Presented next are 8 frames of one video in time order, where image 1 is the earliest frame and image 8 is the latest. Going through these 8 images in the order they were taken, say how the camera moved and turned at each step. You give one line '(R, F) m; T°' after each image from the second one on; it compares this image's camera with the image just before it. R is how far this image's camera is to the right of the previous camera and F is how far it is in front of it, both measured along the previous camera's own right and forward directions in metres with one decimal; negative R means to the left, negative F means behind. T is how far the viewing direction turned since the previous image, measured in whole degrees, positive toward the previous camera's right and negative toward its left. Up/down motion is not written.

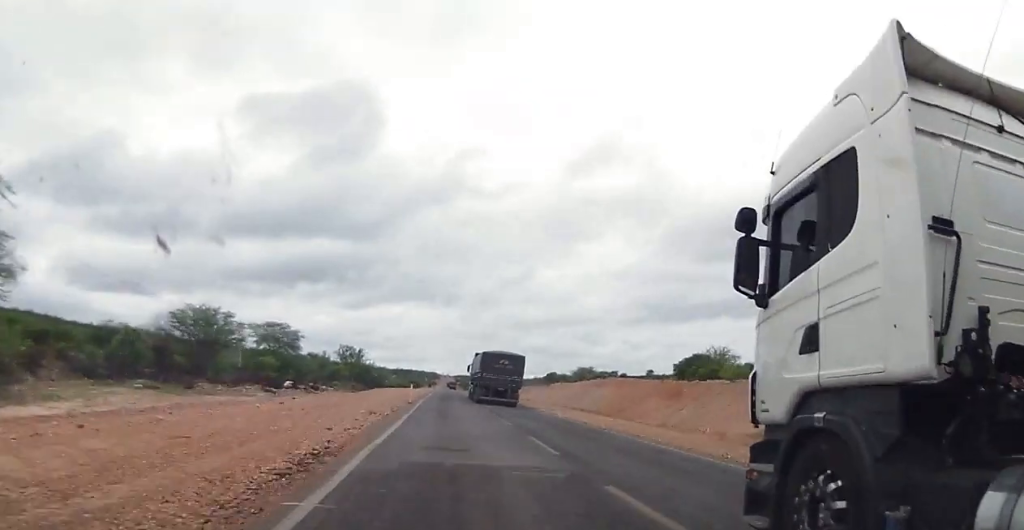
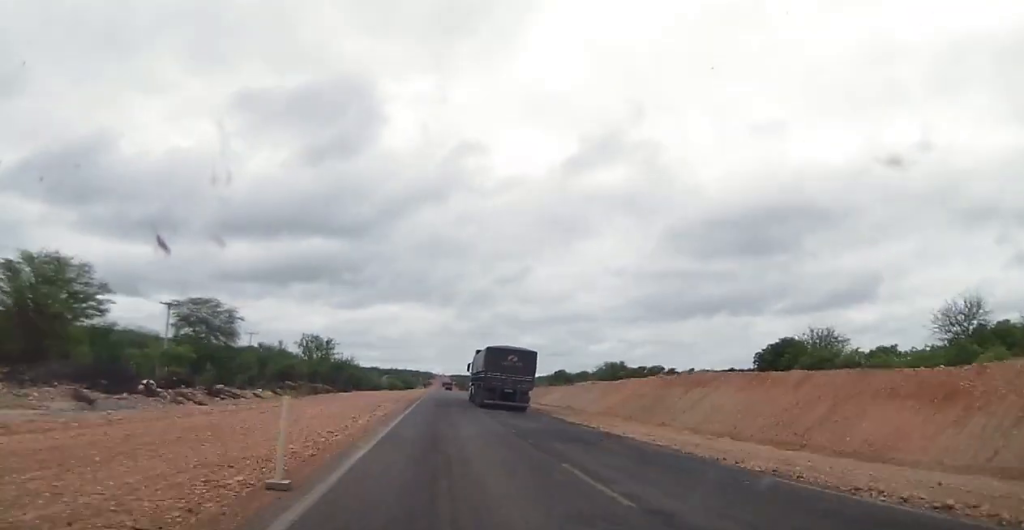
(-0.1, +29.3) m; 0°
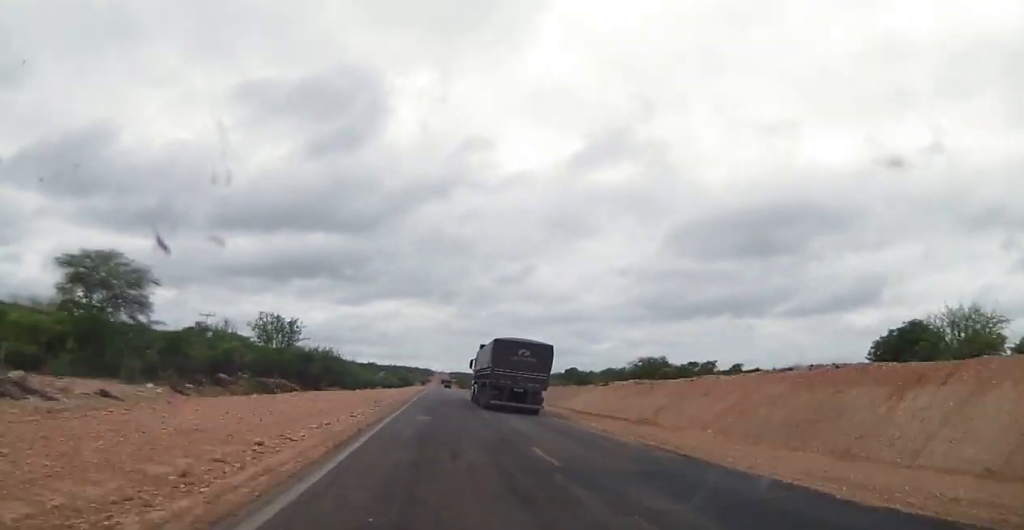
(+0.1, +22.7) m; +1°
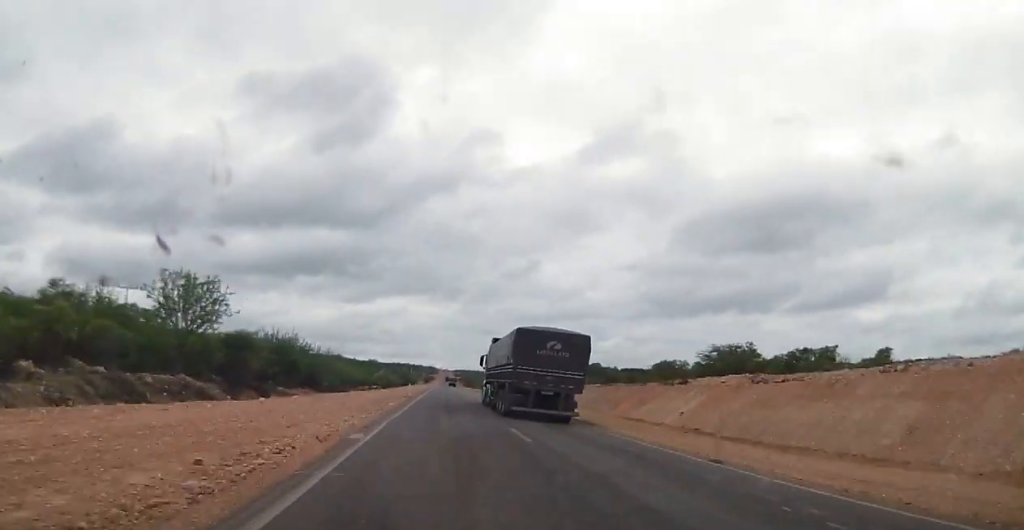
(+0.3, +26.8) m; 0°
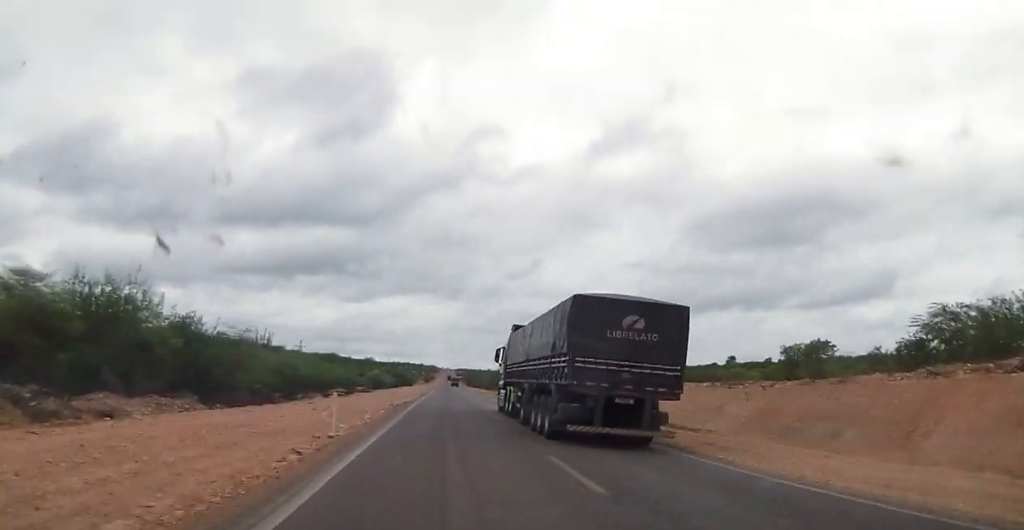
(-0.9, +38.1) m; -1°
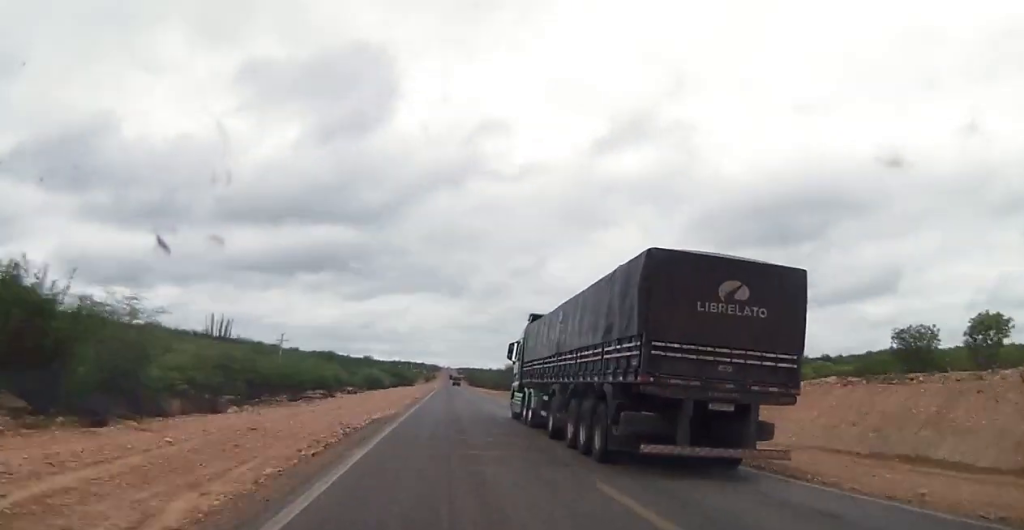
(+0.4, +19.4) m; 0°
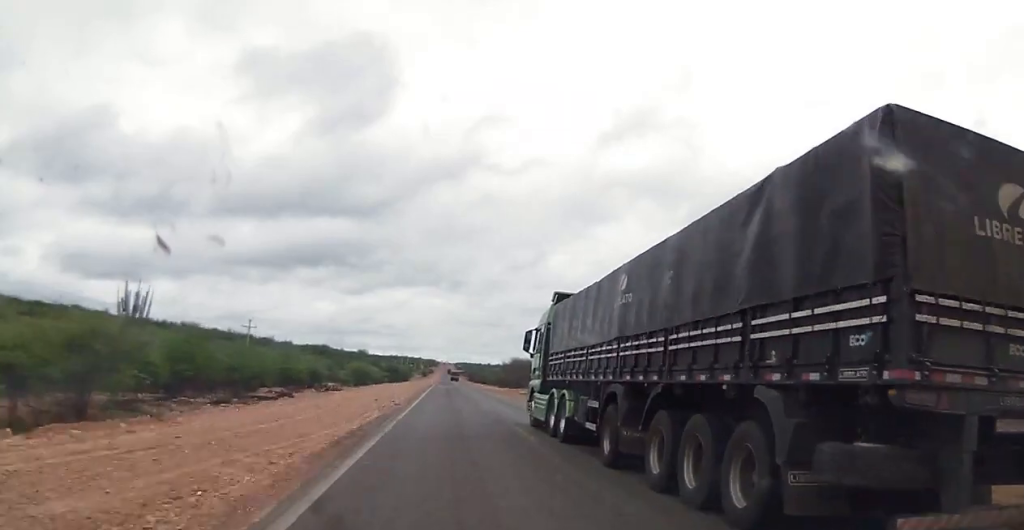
(+0.3, +21.6) m; 0°
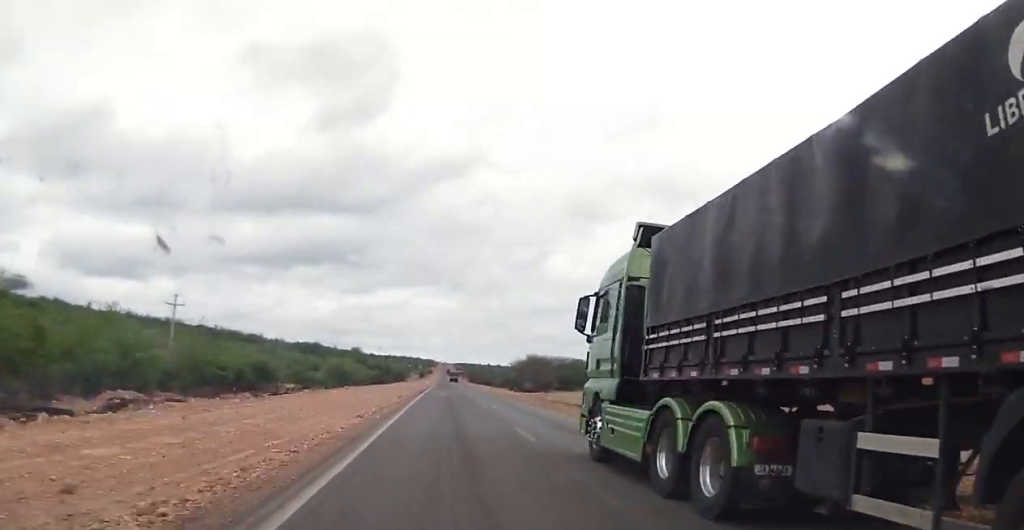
(-0.4, +32.1) m; -1°
